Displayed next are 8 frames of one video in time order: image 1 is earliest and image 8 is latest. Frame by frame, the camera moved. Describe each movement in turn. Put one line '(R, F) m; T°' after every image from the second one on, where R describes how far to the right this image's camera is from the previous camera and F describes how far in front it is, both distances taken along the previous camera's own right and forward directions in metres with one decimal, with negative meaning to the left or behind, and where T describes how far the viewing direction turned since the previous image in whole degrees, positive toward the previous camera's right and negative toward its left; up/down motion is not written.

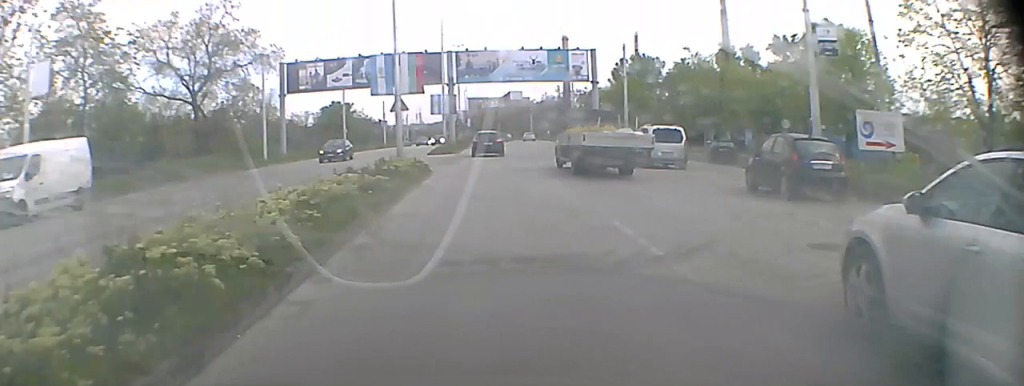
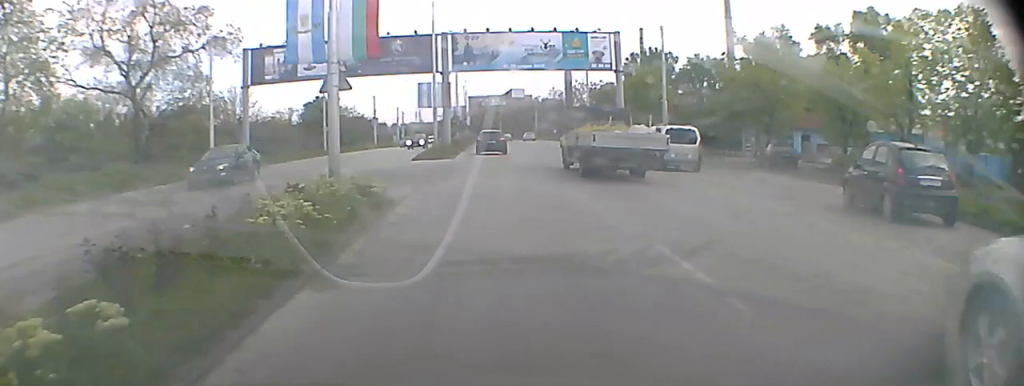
(0.0, +11.6) m; 0°
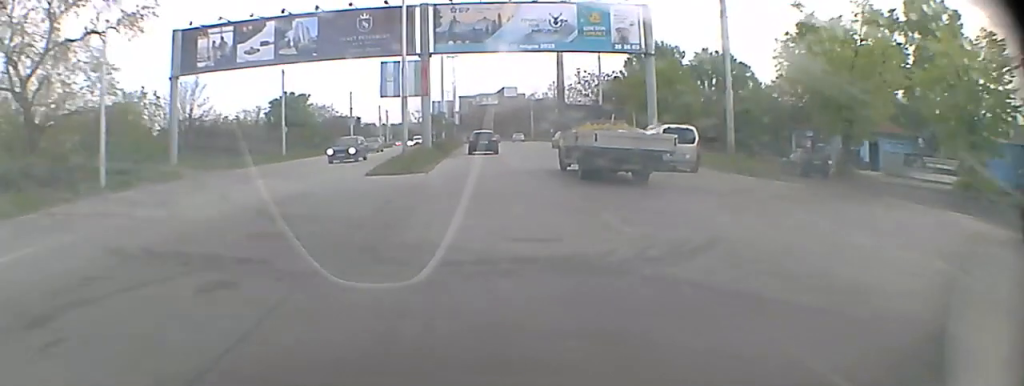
(0.0, +14.7) m; 0°
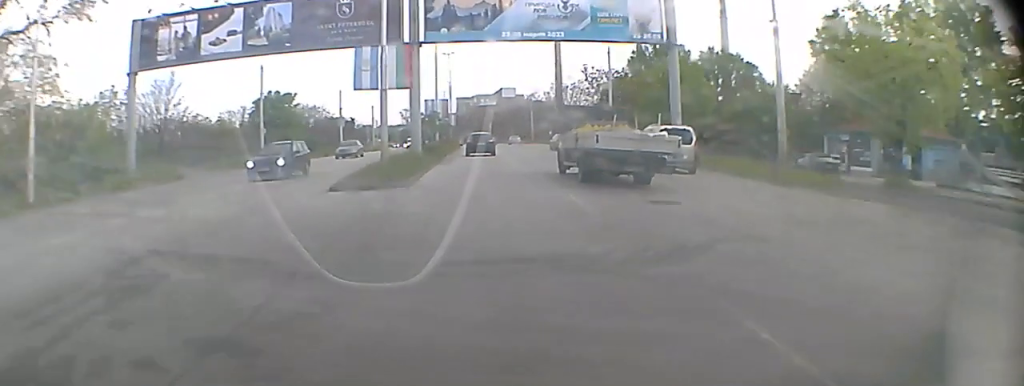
(0.0, +5.9) m; 0°
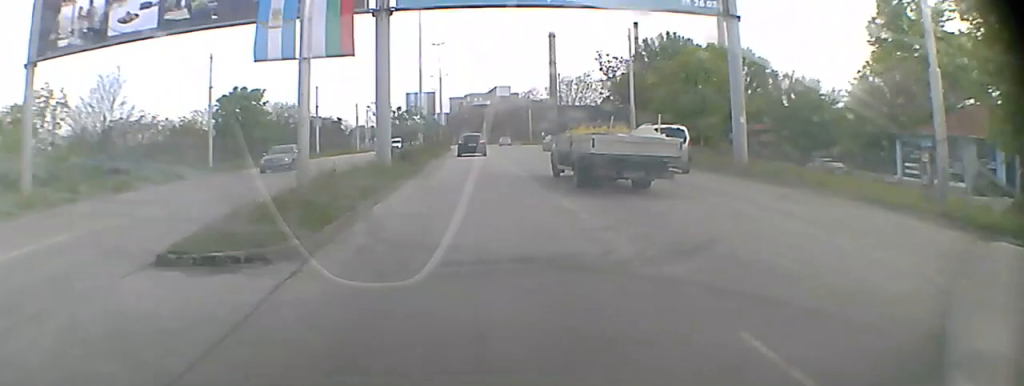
(0.0, +10.4) m; 0°
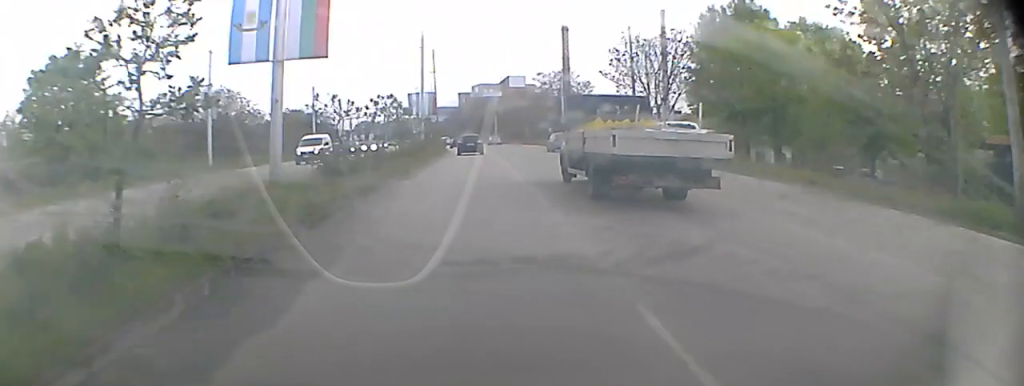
(+0.2, +35.9) m; 0°
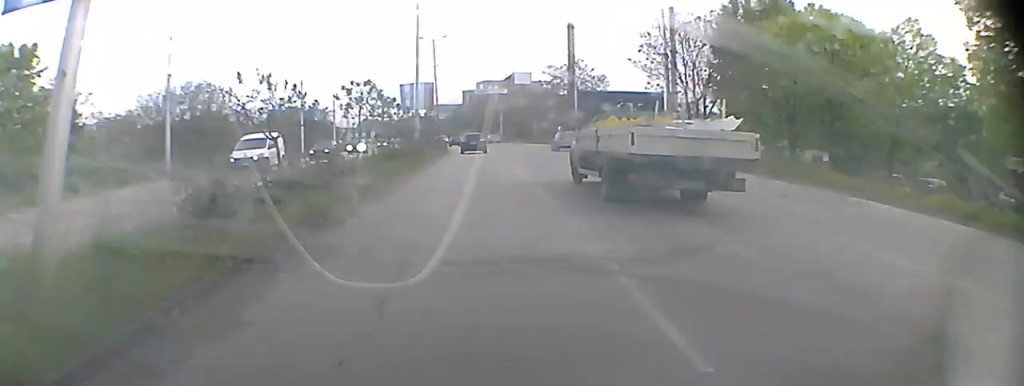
(0.0, +7.5) m; 0°
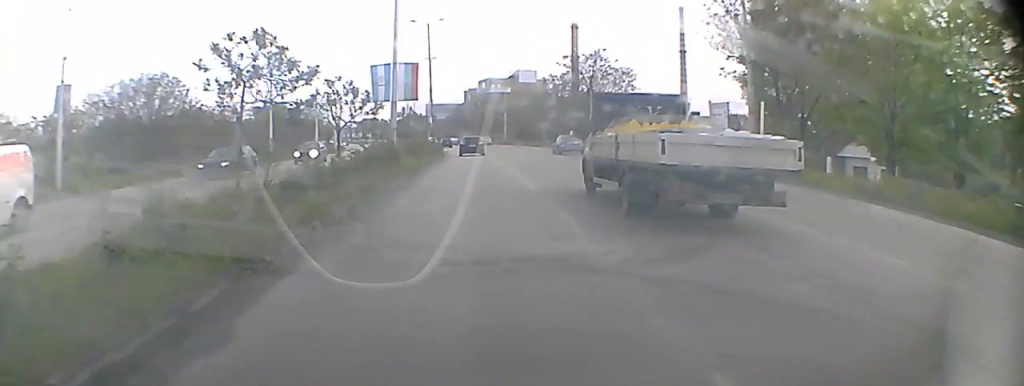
(0.0, +12.1) m; 0°
